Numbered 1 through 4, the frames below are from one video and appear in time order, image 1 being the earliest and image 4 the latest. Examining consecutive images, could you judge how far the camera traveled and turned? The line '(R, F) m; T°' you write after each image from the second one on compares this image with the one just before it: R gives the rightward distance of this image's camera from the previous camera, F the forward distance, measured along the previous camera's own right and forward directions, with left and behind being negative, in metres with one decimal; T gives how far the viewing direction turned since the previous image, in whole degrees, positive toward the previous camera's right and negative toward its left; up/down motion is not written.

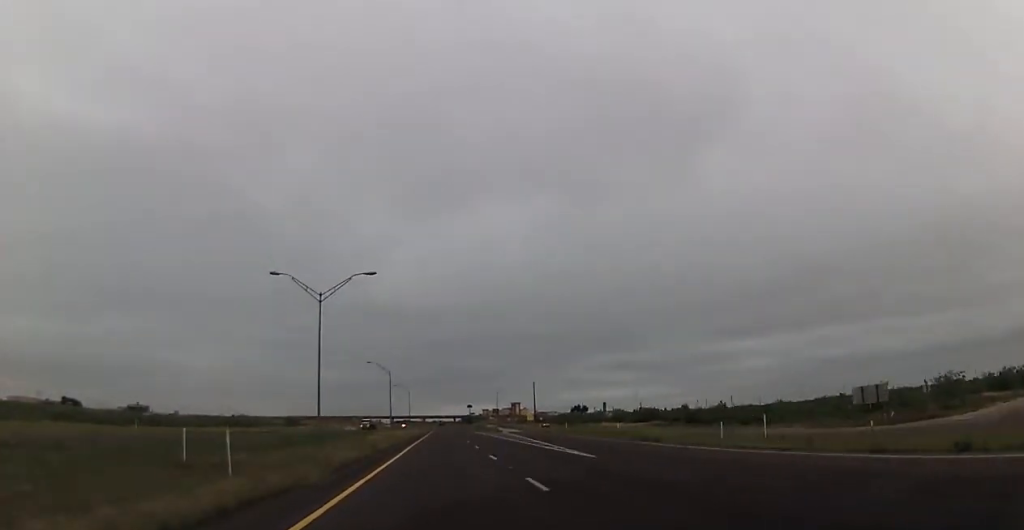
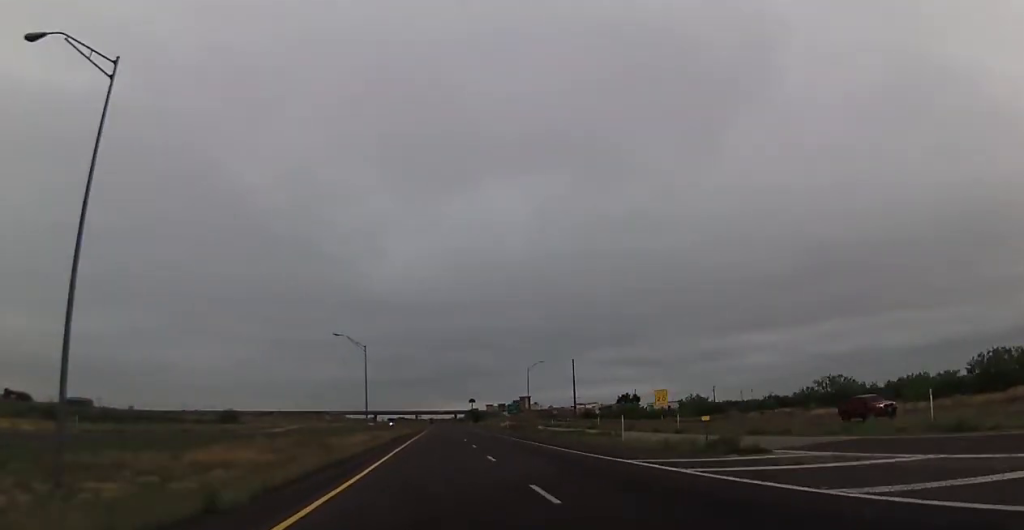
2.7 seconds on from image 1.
(+0.2, +98.9) m; +1°
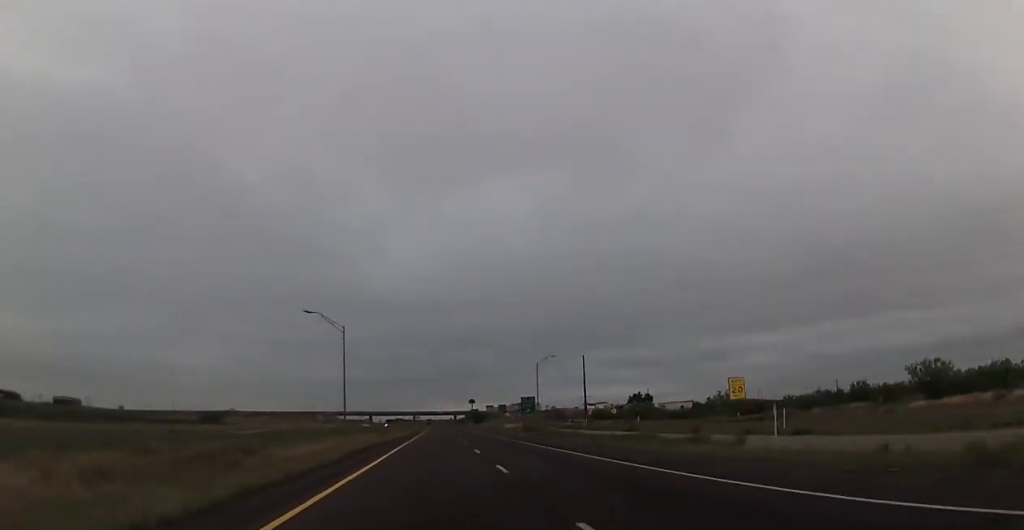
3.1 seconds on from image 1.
(+0.3, +17.3) m; 0°
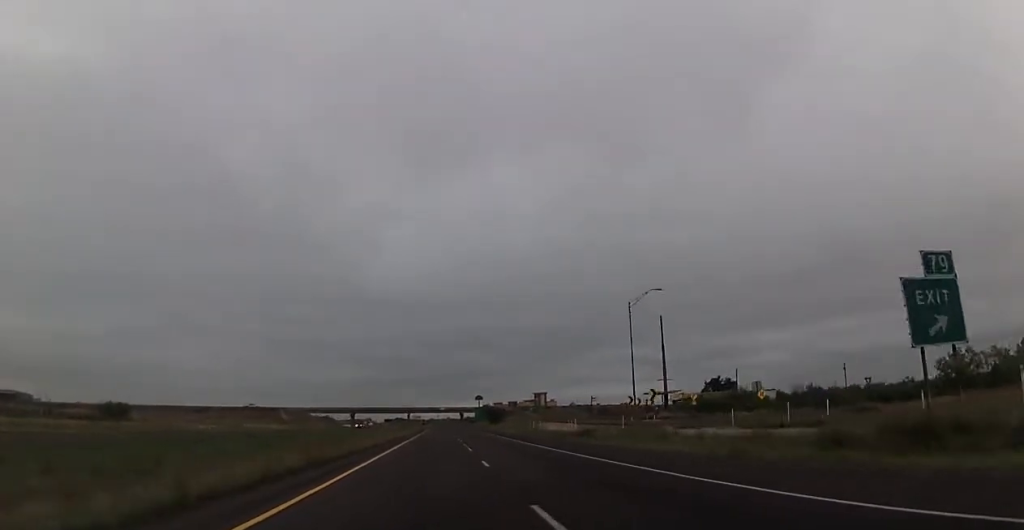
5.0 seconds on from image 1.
(0.0, +70.5) m; 0°
